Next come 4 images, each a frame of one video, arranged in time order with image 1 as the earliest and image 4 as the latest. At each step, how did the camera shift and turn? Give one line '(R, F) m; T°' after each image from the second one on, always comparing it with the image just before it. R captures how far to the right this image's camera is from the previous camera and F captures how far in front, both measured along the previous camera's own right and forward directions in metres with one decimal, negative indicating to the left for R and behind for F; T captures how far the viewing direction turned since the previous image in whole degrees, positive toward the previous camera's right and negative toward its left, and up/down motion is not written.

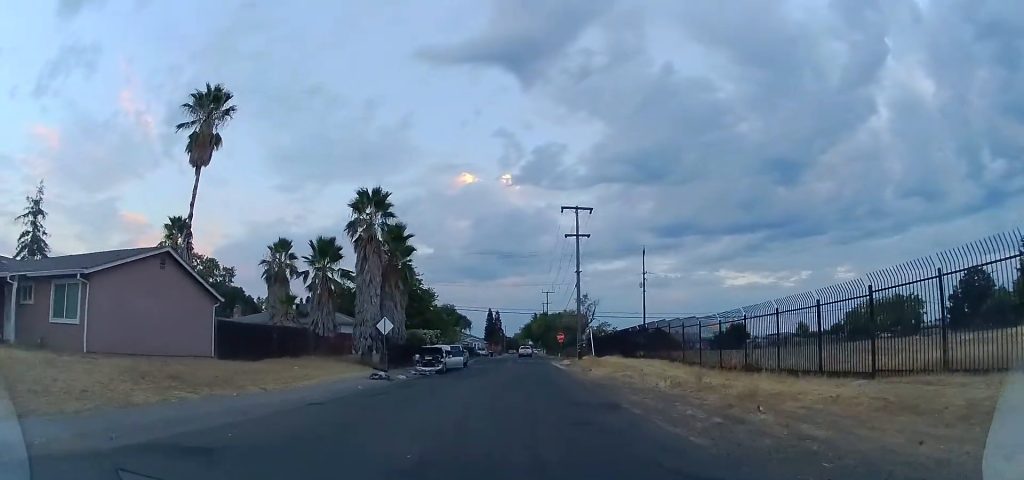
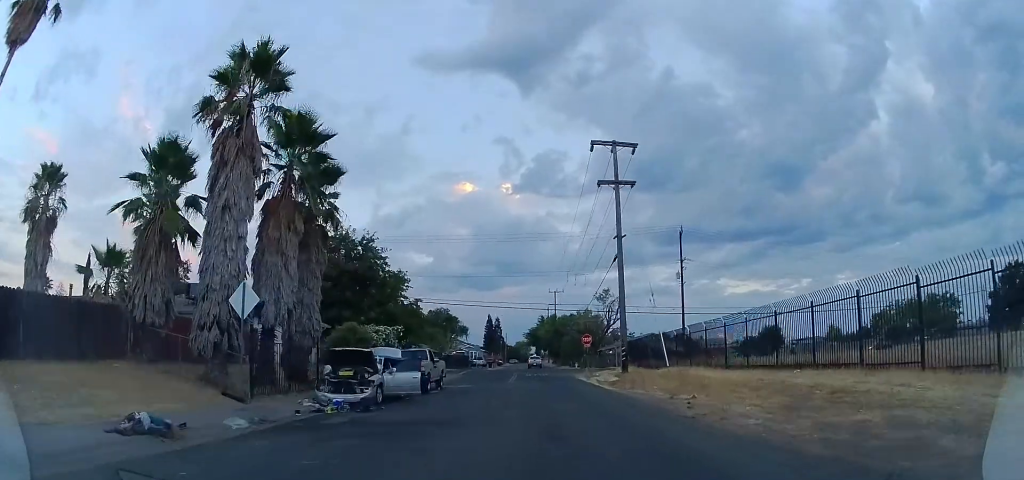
(+1.3, +17.8) m; +5°
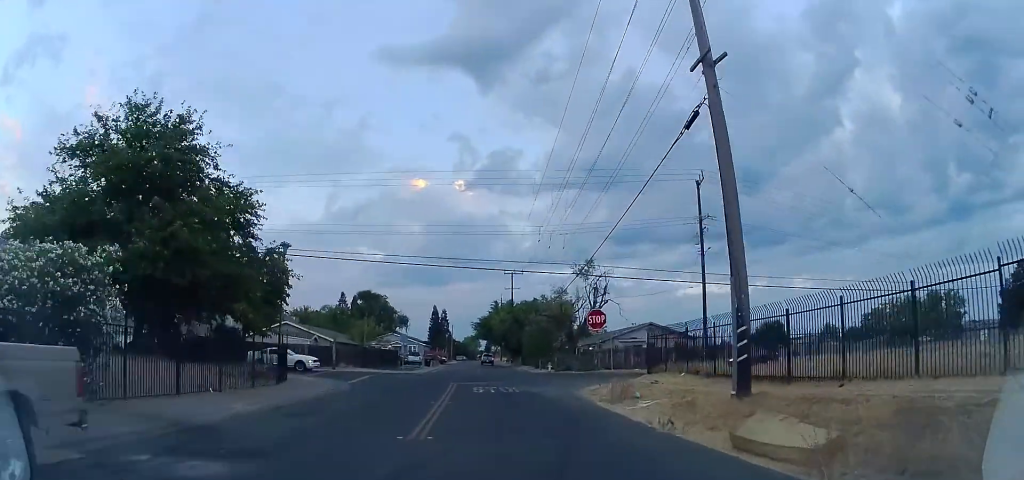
(-0.2, +20.5) m; +4°
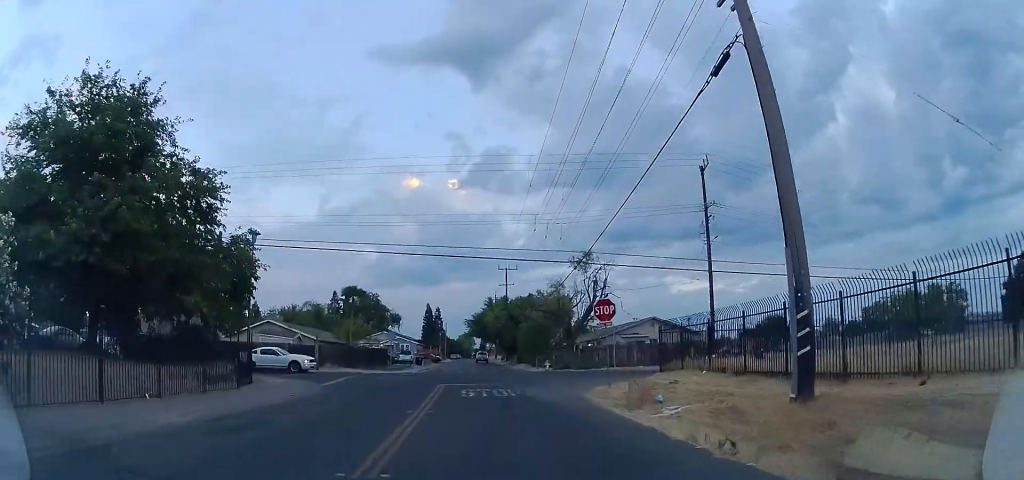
(-0.1, +2.8) m; +2°
